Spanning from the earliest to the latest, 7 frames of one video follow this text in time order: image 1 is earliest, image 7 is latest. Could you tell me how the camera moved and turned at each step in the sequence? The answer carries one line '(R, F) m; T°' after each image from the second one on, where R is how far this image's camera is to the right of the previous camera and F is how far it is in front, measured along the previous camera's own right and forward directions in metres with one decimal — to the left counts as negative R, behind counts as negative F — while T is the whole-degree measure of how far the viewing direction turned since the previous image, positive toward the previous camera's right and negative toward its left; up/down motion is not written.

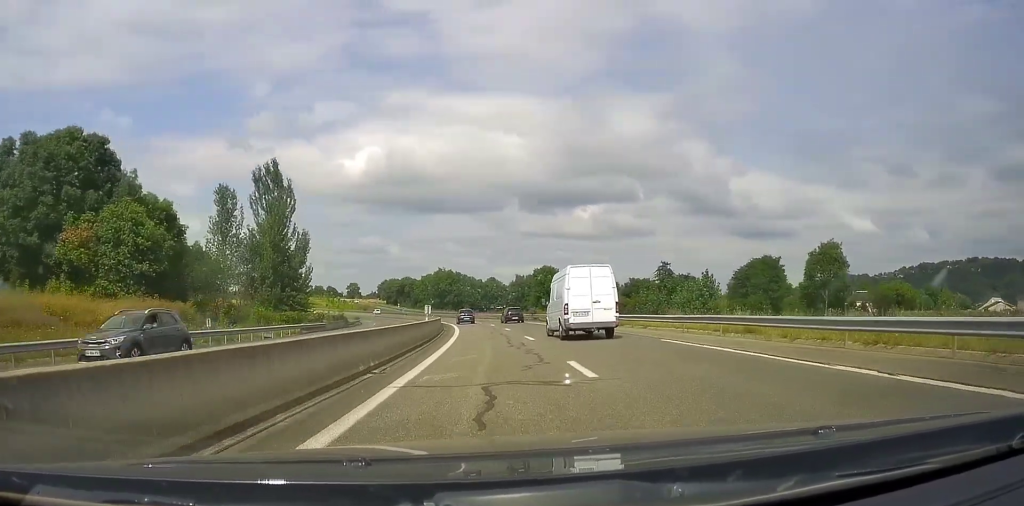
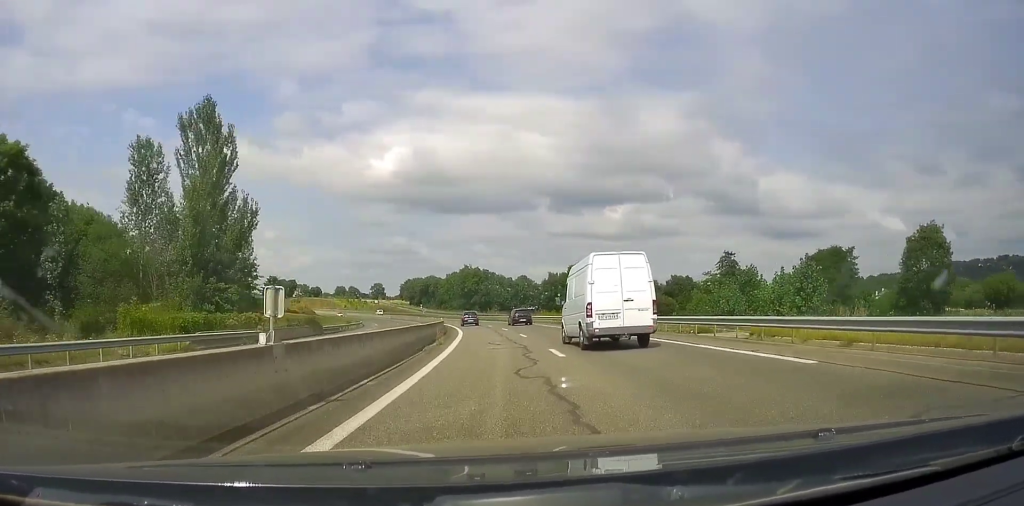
(-0.5, +21.0) m; -2°
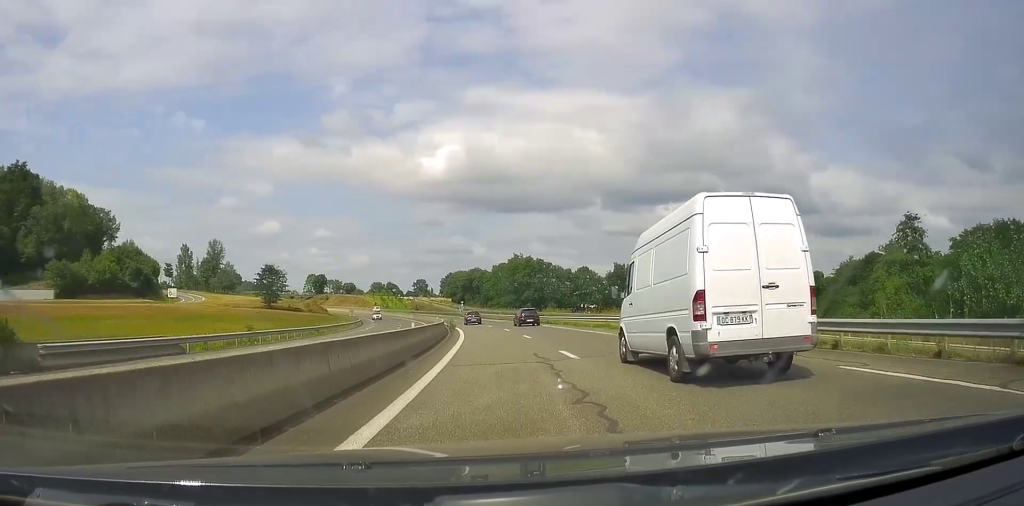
(-1.6, +42.0) m; -5°
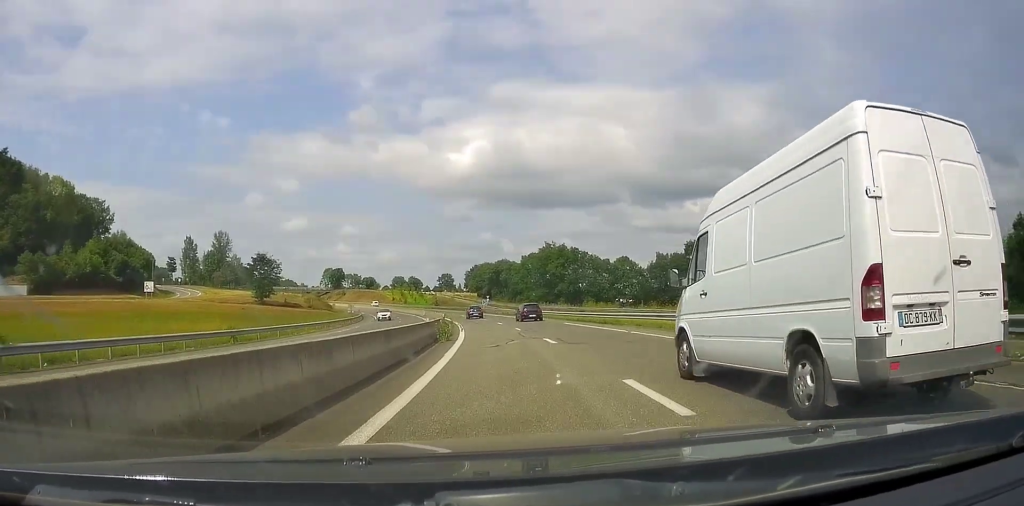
(-0.7, +23.1) m; -4°
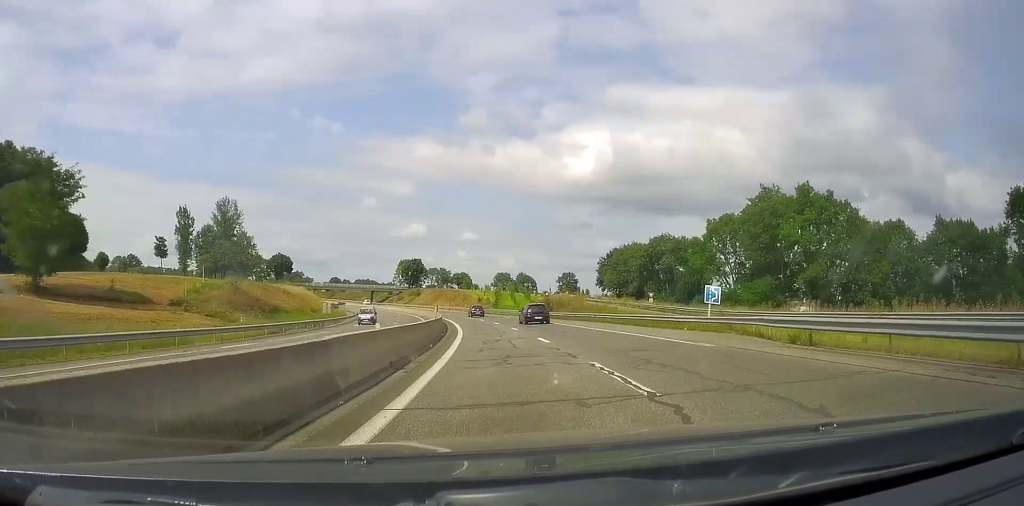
(-8.9, +93.2) m; -11°
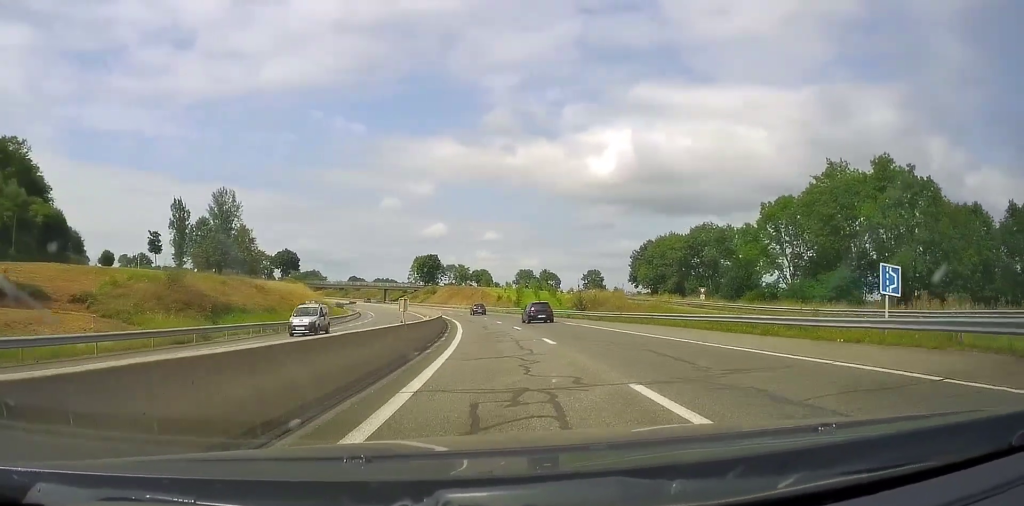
(-0.6, +15.7) m; -3°
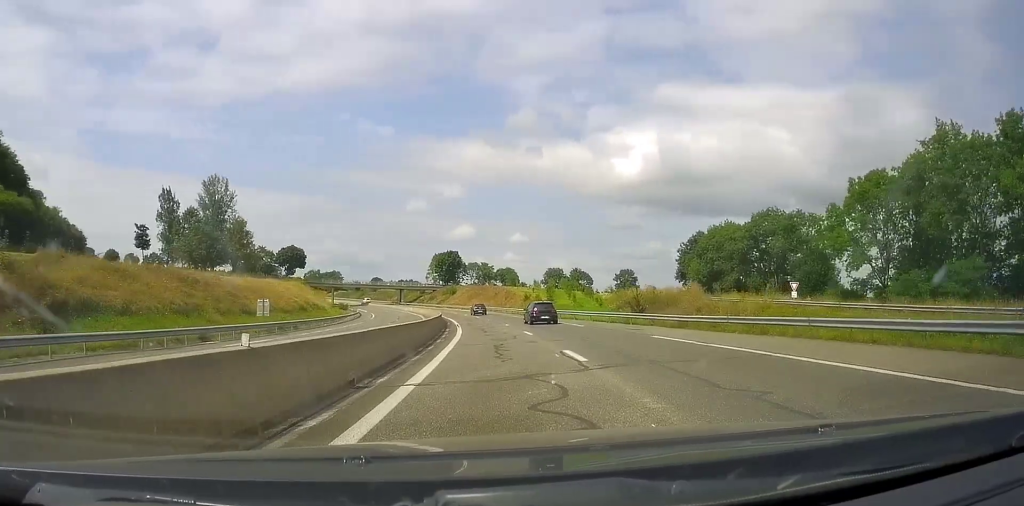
(-0.5, +20.3) m; -4°
